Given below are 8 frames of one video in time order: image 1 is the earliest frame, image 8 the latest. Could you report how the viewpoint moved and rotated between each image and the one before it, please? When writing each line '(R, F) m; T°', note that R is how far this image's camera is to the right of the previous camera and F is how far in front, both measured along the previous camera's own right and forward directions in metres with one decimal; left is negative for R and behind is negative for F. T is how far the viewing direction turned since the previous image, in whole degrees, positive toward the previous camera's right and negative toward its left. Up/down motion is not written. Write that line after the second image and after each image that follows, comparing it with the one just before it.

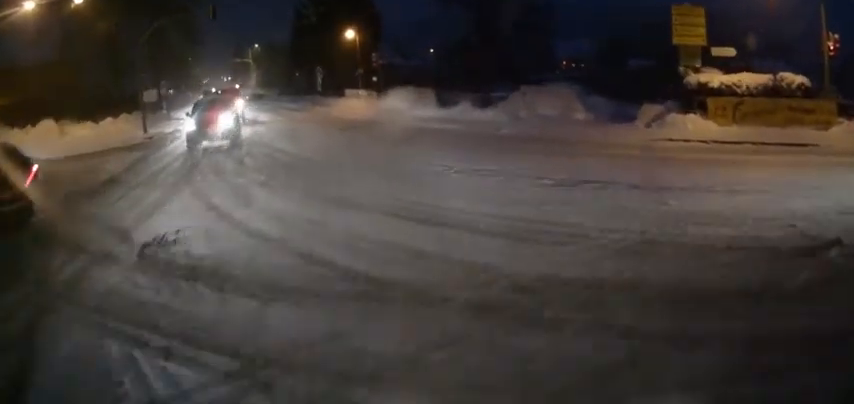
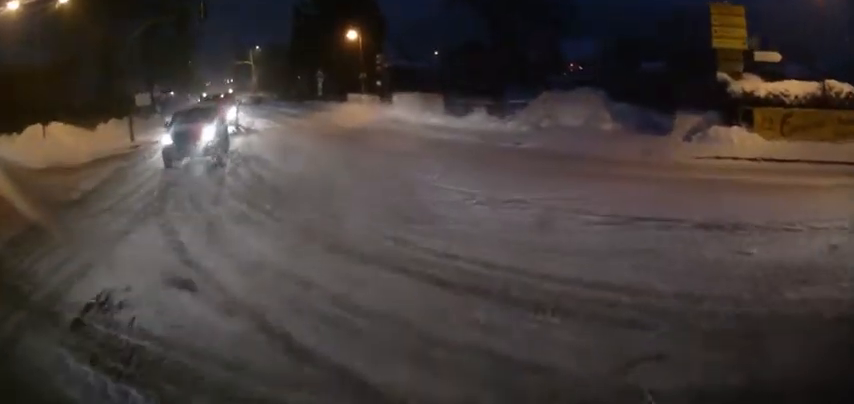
(+0.1, +2.2) m; +1°
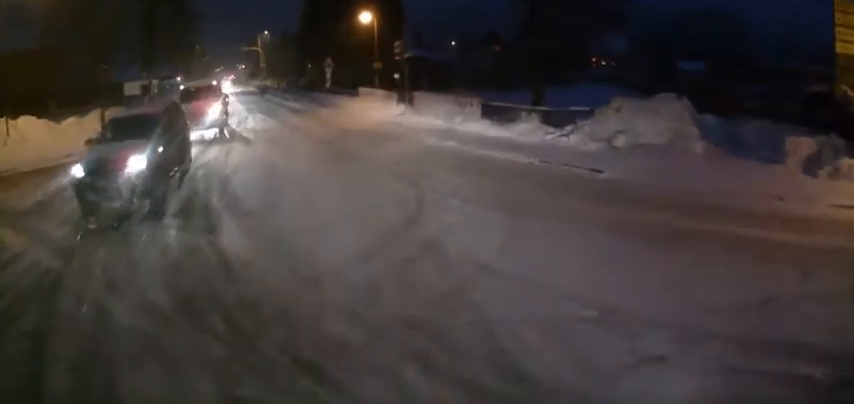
(0.0, +5.0) m; 0°
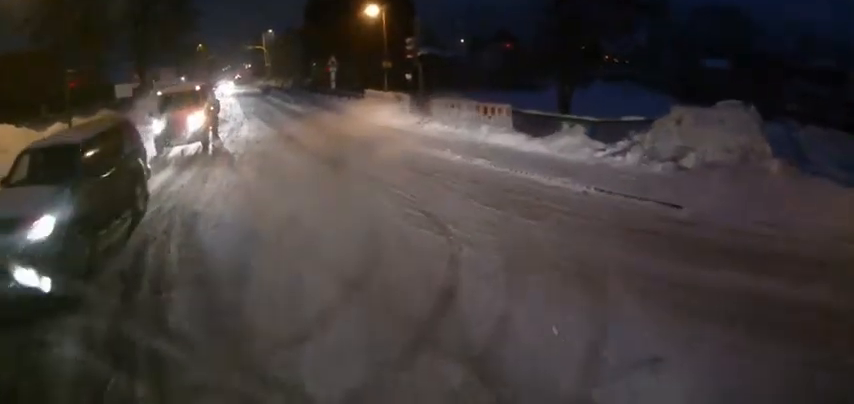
(0.0, +3.0) m; 0°
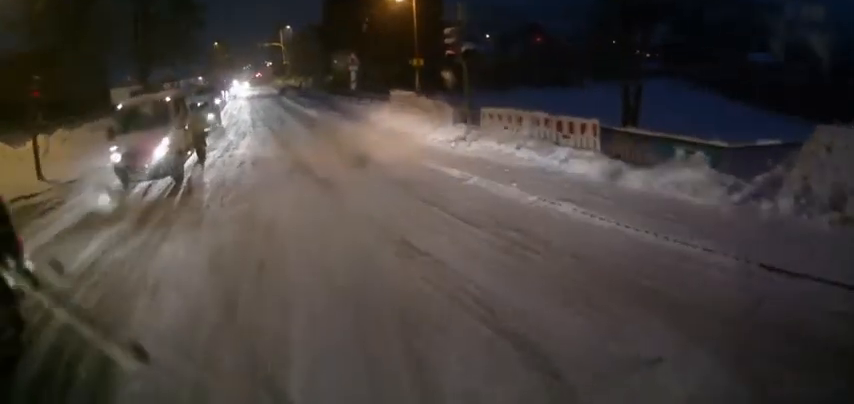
(0.0, +4.6) m; -2°
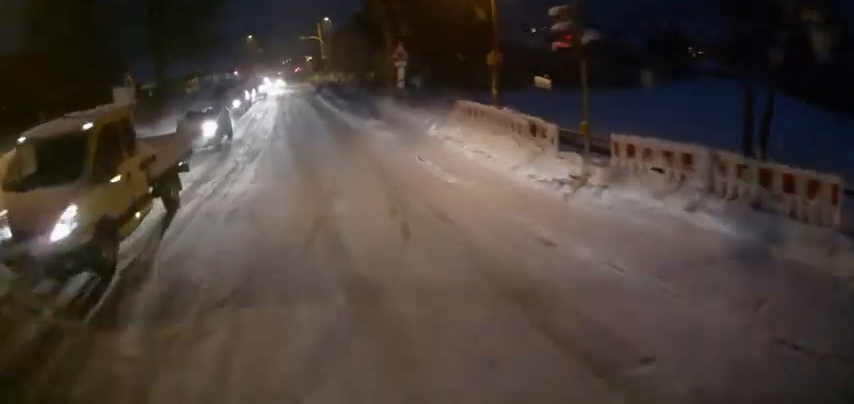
(-0.1, +5.5) m; -4°
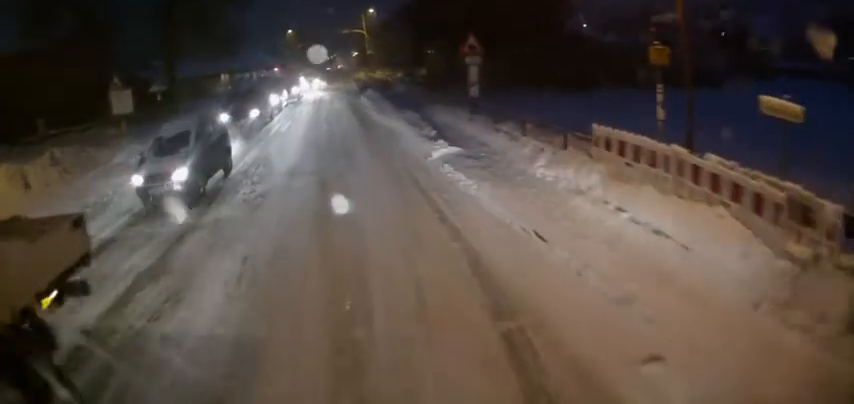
(-0.3, +6.4) m; -6°
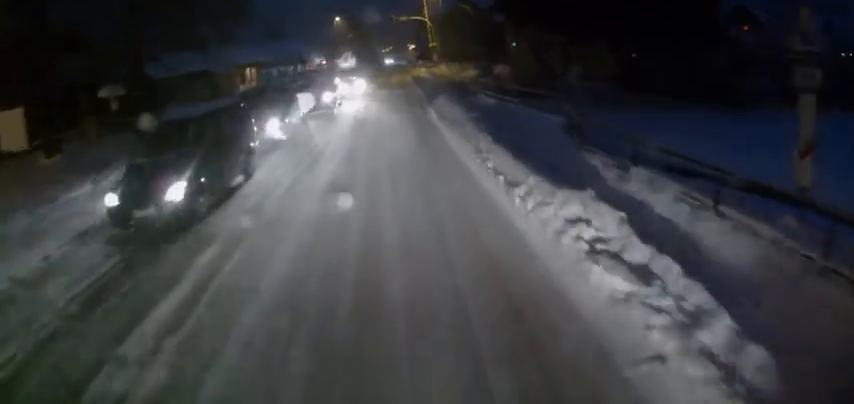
(-0.8, +13.1) m; -5°
